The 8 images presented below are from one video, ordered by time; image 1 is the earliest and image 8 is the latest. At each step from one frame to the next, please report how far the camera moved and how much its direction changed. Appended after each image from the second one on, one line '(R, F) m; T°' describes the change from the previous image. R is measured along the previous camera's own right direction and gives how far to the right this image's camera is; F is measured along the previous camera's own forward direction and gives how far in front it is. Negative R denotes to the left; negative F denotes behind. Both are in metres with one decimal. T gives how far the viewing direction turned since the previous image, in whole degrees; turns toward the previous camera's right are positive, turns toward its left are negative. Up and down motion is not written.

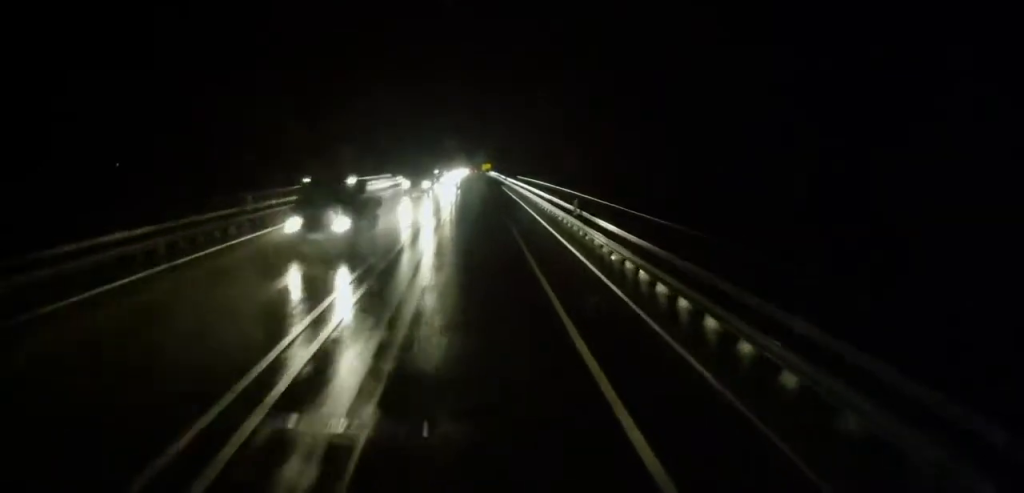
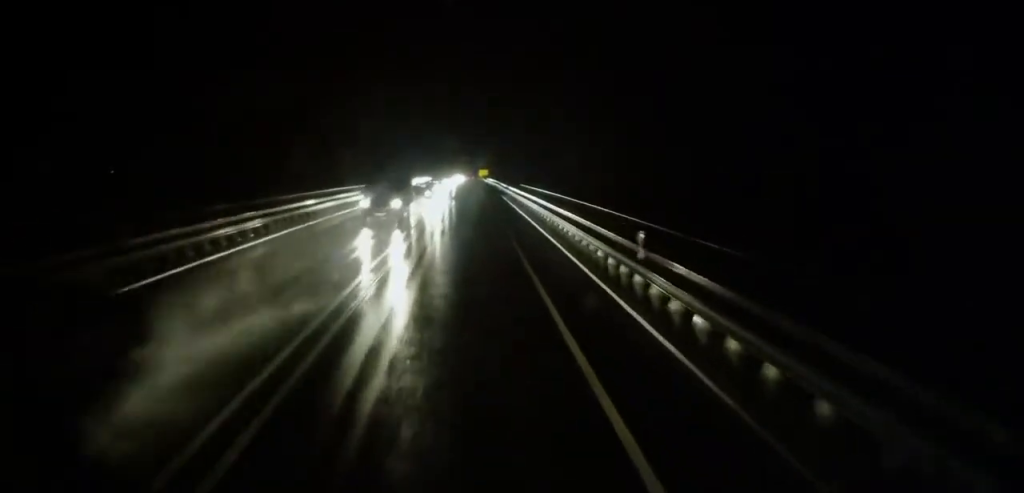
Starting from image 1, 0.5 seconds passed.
(0.0, +8.8) m; 0°
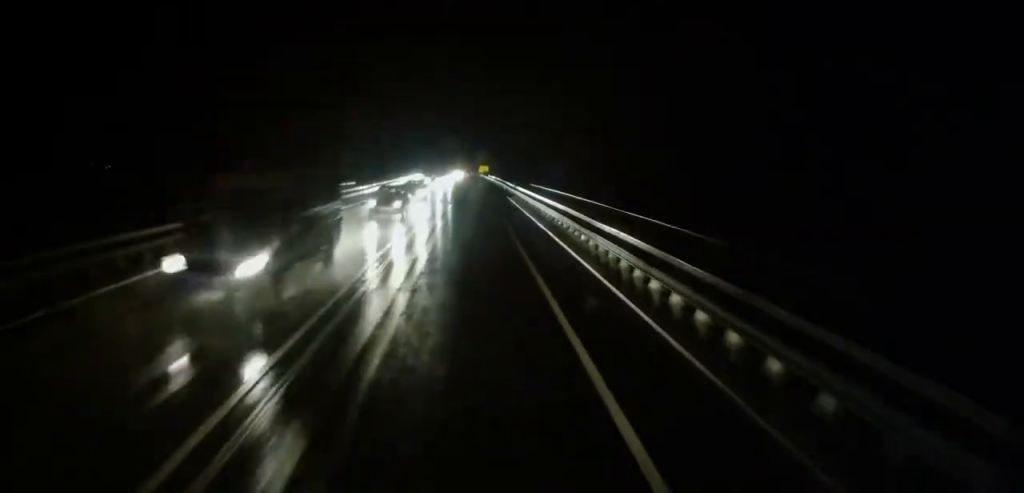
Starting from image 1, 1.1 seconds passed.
(+0.2, +10.6) m; 0°
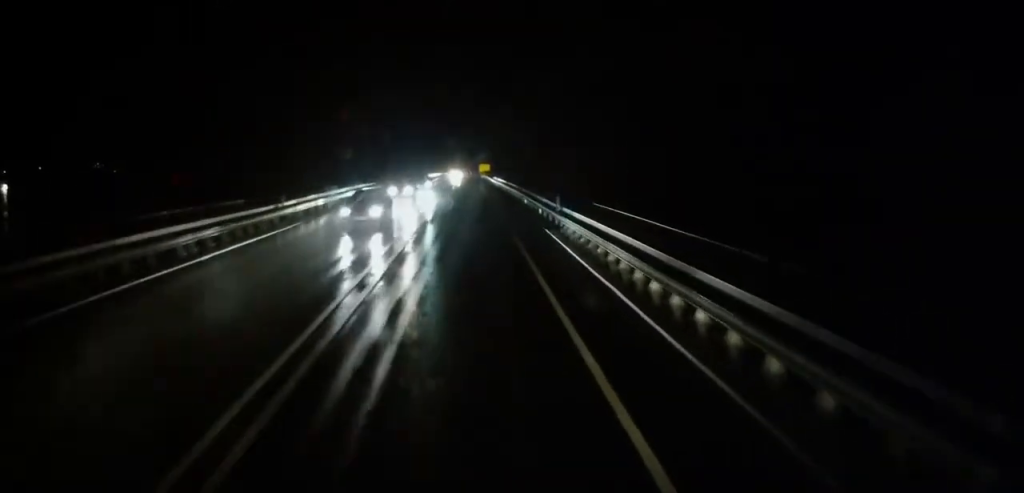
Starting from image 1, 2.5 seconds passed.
(-0.1, +25.4) m; 0°
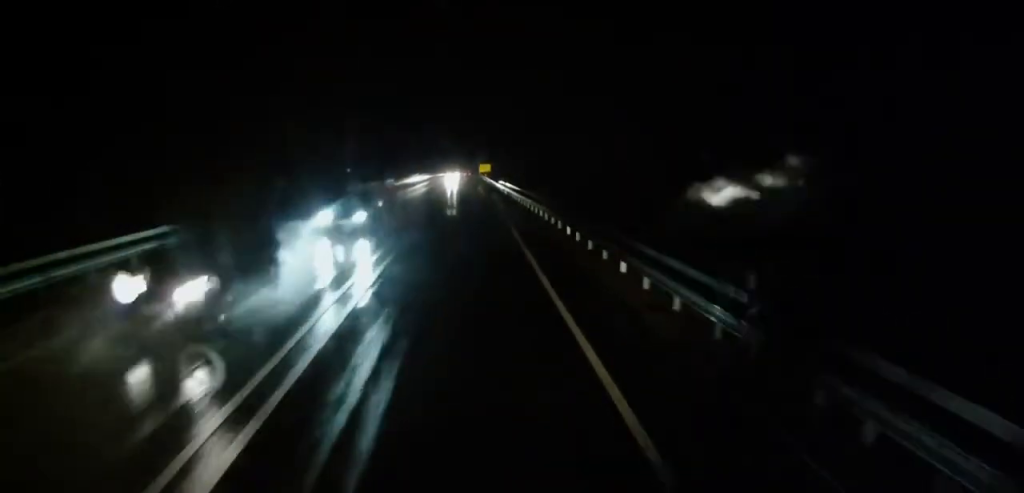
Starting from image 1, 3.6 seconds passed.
(+0.1, +18.4) m; 0°
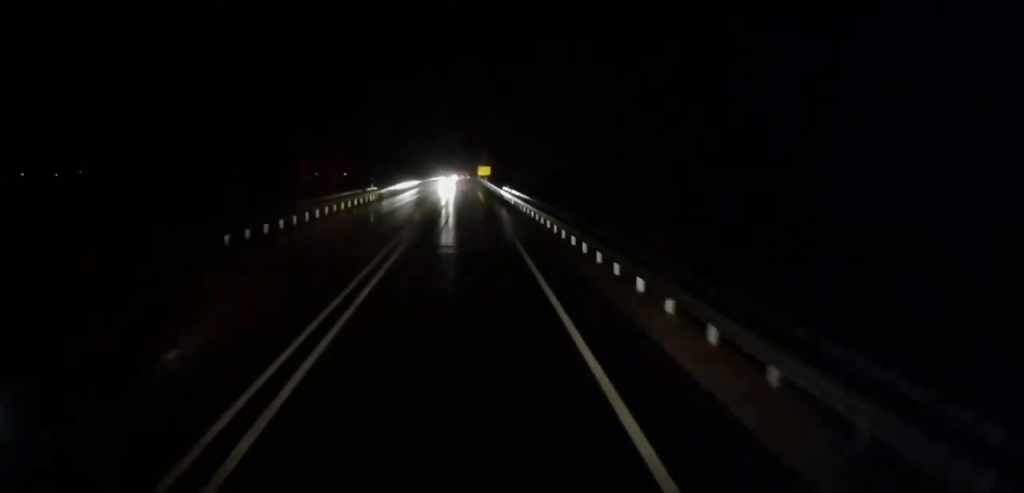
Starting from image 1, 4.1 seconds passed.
(-0.2, +10.1) m; +1°
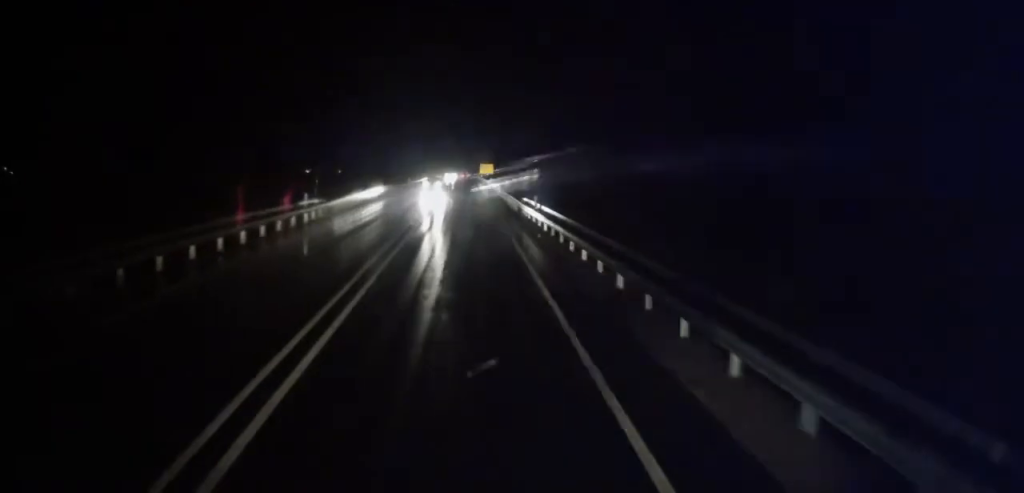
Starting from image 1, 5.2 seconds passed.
(+0.6, +19.6) m; 0°
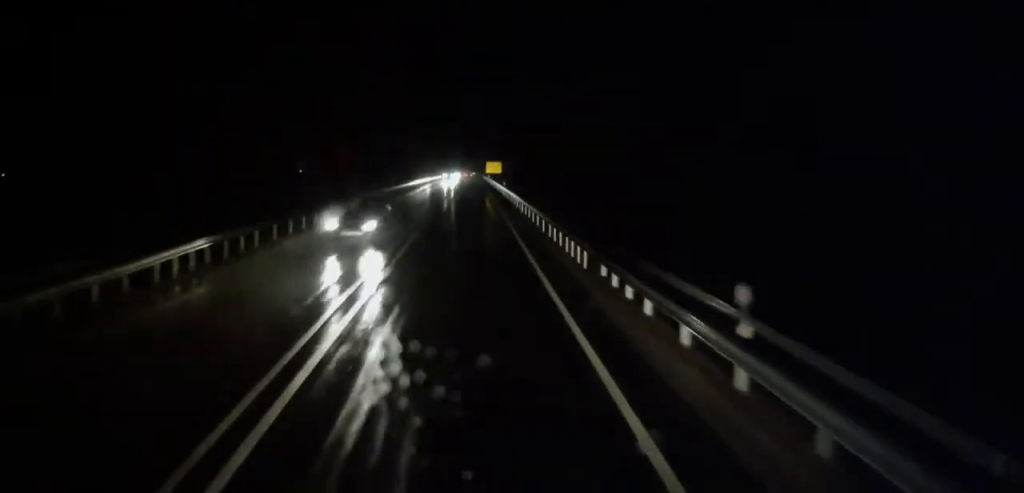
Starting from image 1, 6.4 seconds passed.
(-0.5, +20.5) m; 0°
